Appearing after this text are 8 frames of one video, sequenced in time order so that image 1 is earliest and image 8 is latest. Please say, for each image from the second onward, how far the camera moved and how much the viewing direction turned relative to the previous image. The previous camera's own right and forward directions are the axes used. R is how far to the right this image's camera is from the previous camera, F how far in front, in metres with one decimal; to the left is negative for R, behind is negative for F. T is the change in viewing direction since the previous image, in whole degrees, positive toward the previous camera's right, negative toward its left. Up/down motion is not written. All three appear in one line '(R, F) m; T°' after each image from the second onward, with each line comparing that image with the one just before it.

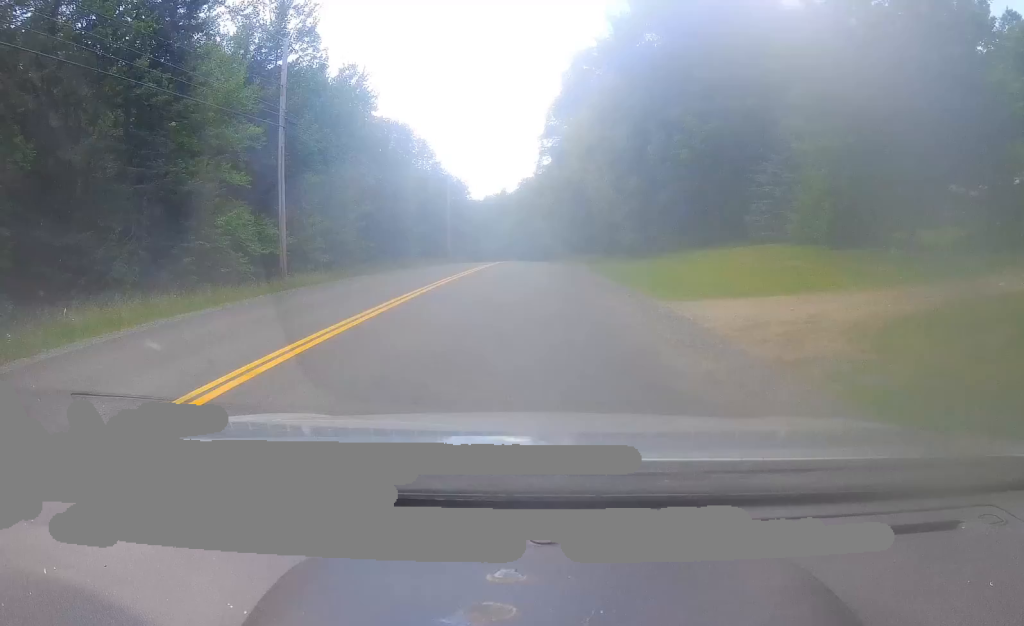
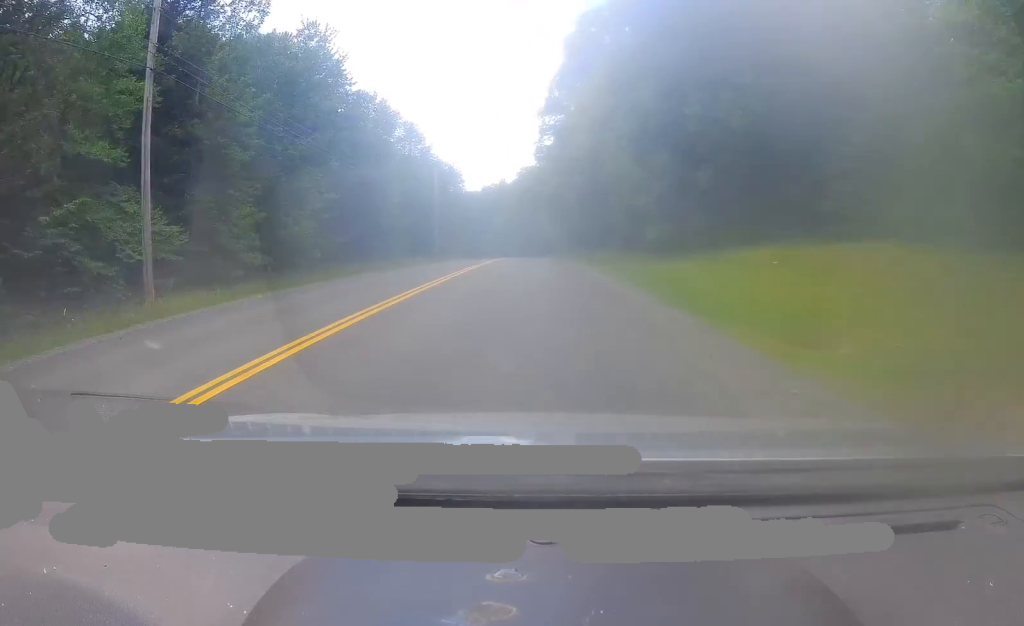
(0.0, +11.3) m; 0°
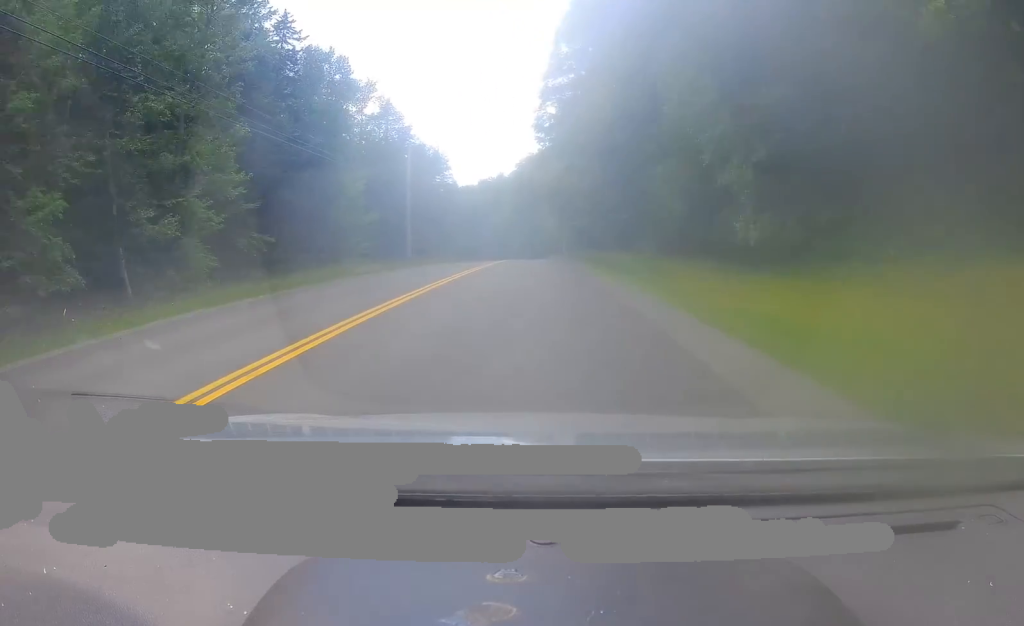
(+0.4, +14.6) m; 0°
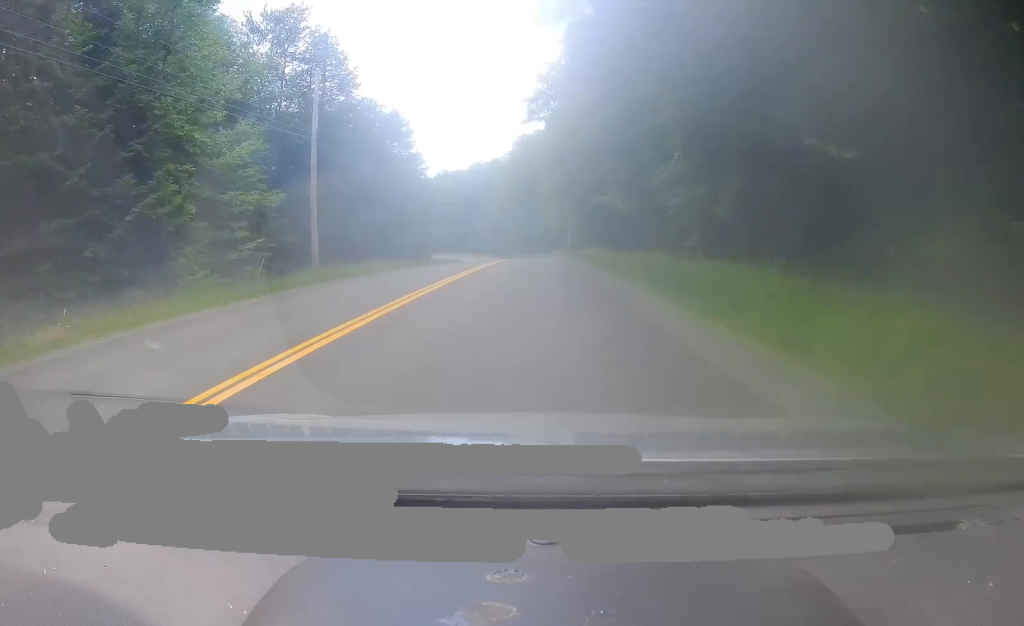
(-0.6, +24.1) m; 0°
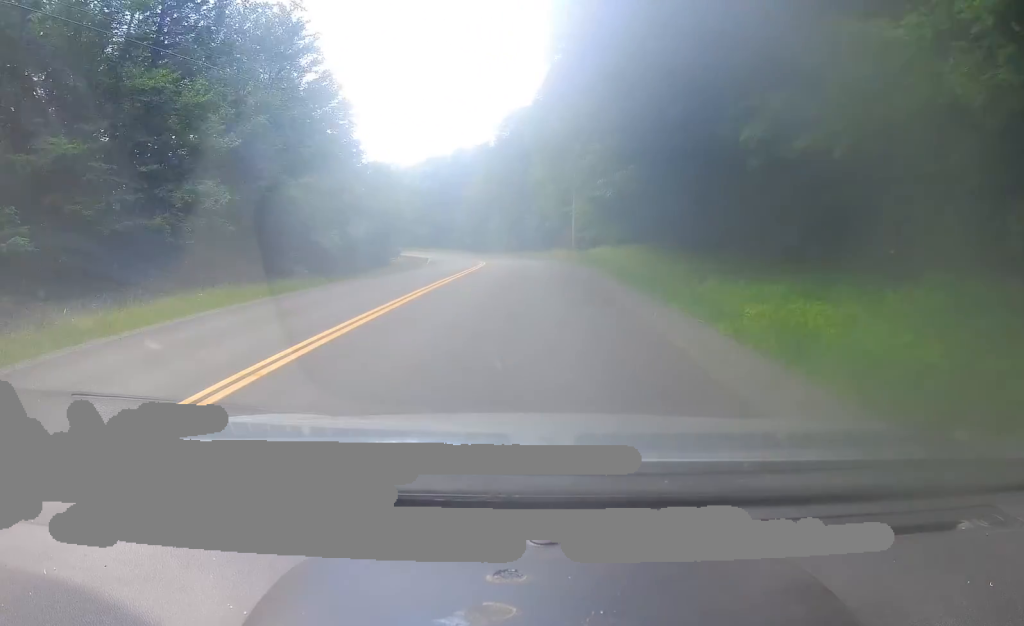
(+0.6, +25.6) m; +1°
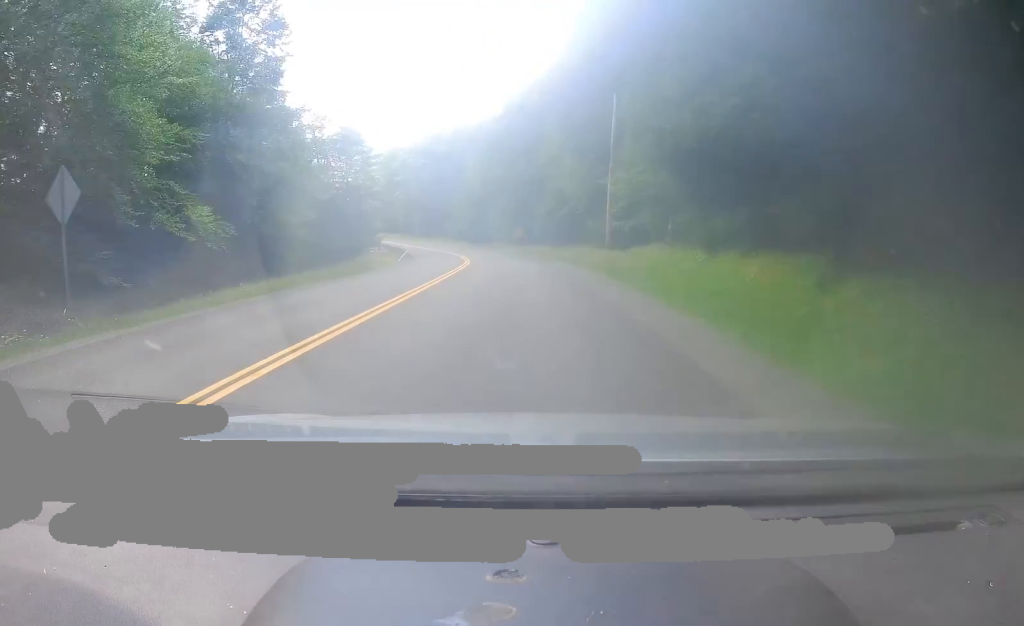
(+0.1, +22.9) m; 0°
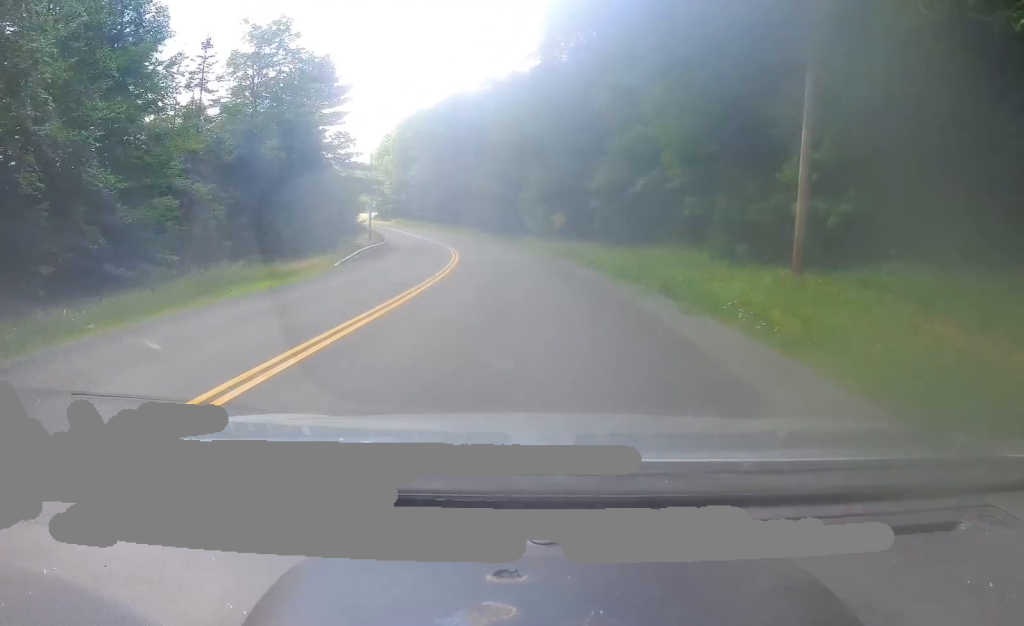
(-0.5, +28.3) m; -3°
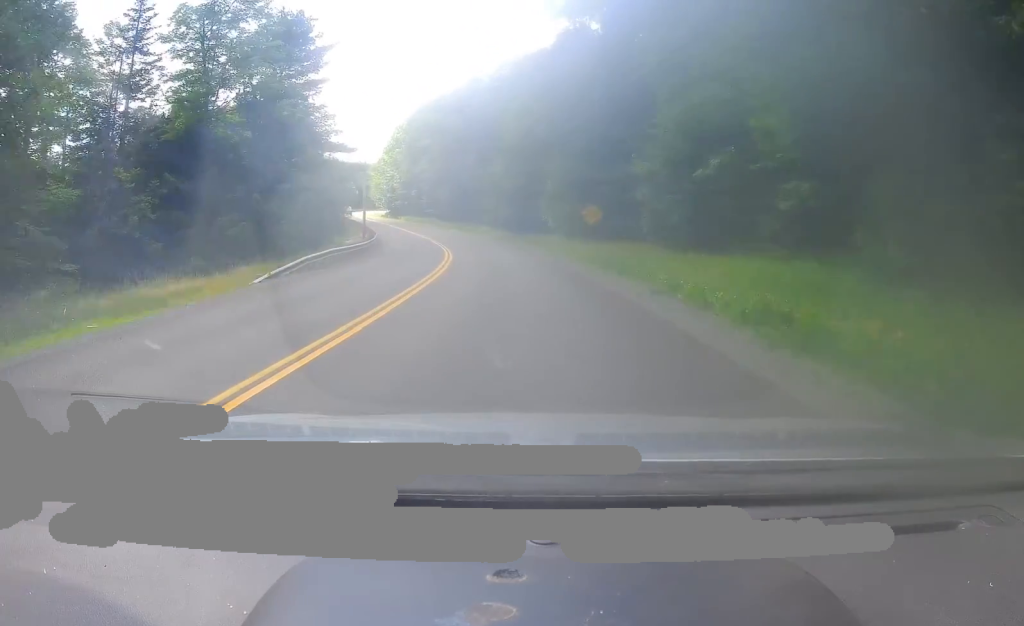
(-0.1, +10.9) m; -2°
